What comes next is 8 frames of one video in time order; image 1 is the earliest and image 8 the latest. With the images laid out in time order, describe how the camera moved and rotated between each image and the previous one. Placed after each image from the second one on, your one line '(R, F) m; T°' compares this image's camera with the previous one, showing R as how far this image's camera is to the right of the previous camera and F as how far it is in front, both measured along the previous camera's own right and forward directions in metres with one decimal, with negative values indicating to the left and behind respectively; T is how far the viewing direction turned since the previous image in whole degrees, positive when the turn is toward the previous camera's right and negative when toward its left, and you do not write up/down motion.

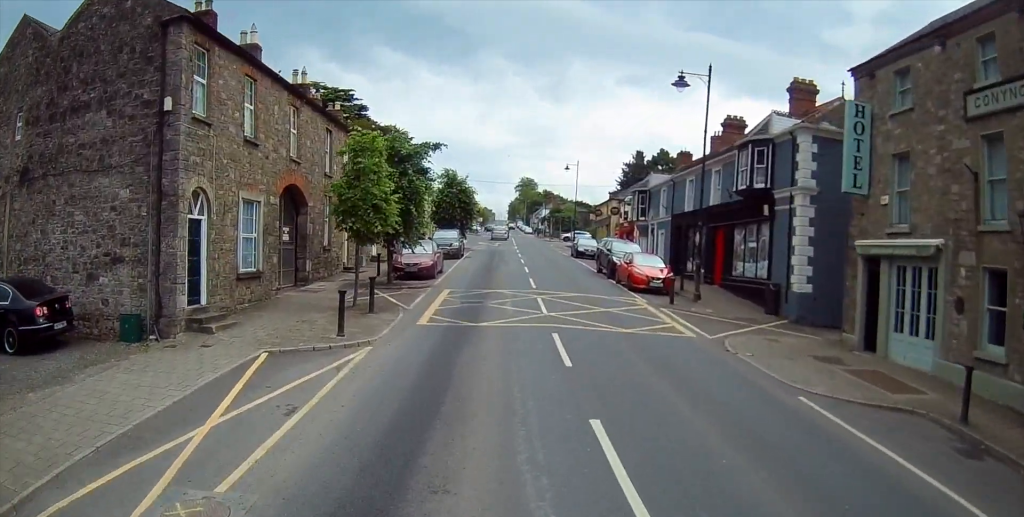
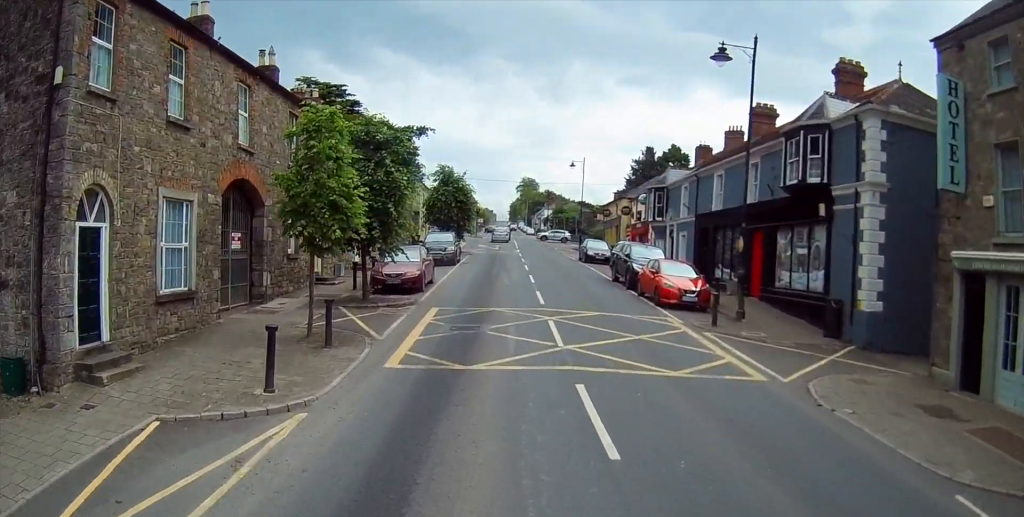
(0.0, +4.5) m; +1°
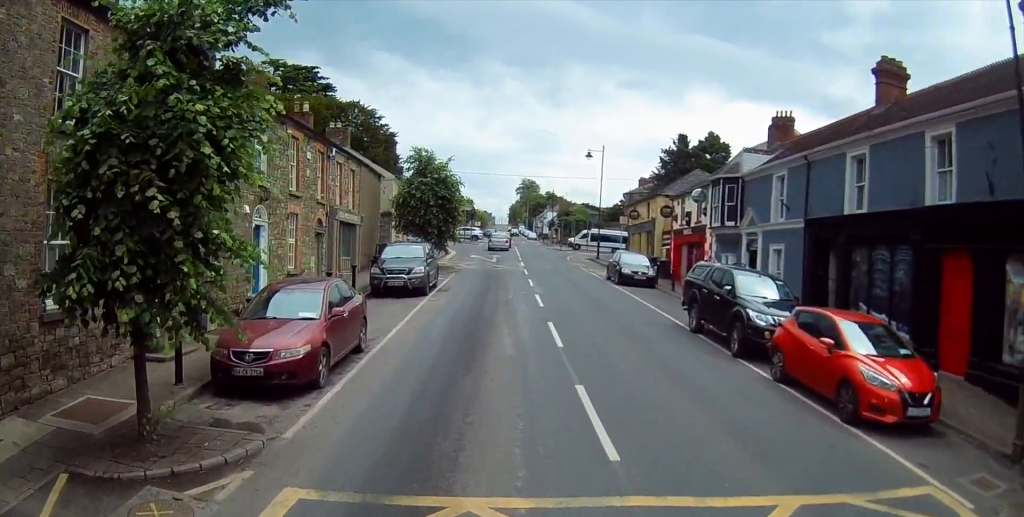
(+0.4, +12.9) m; 0°
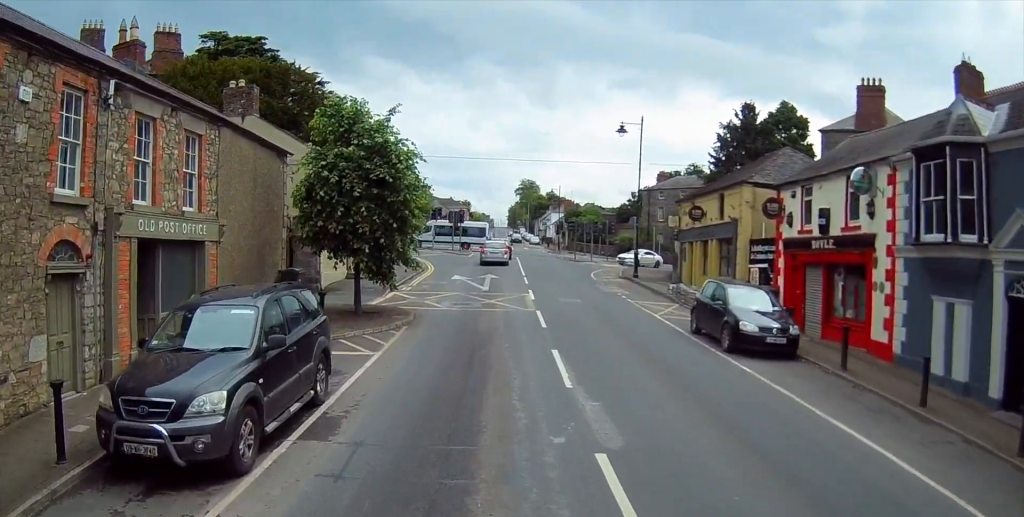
(-0.6, +16.0) m; -1°
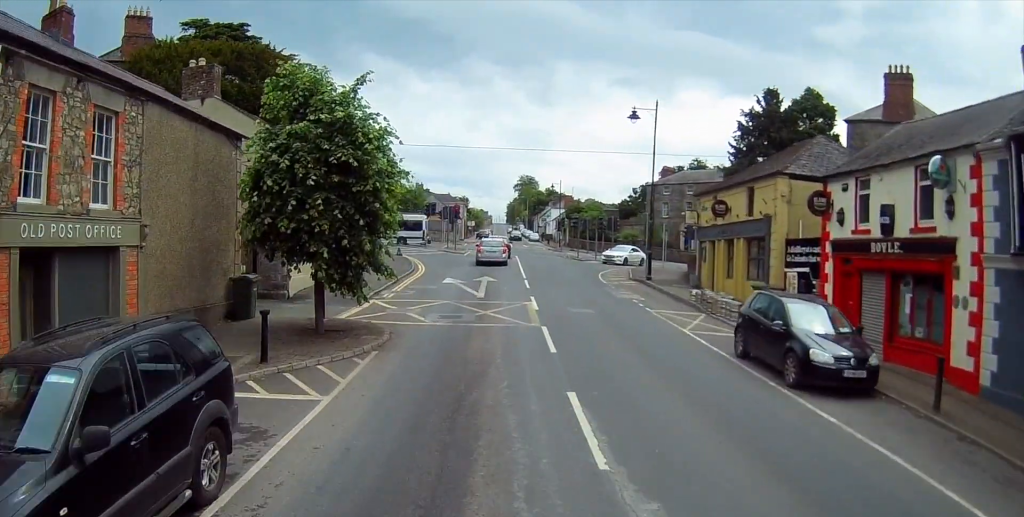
(+0.1, +3.8) m; +1°
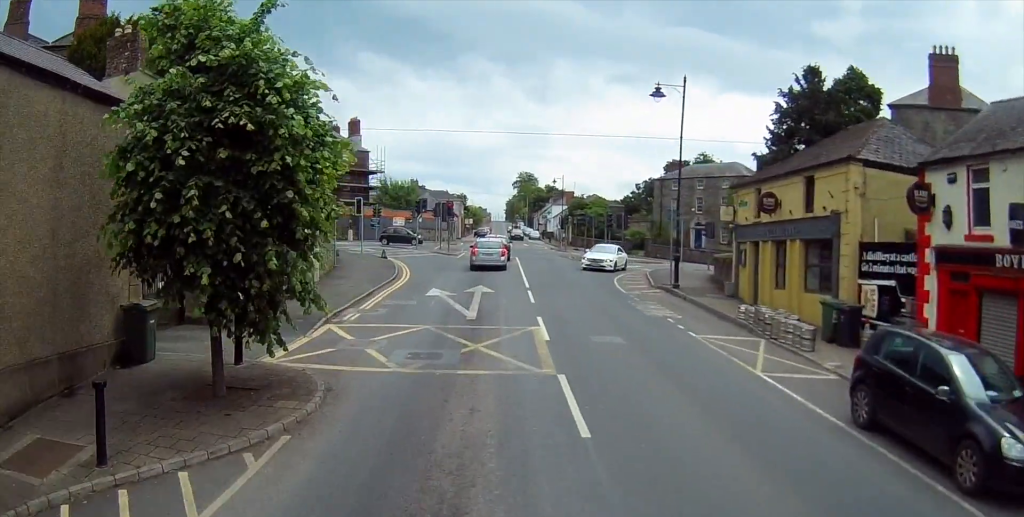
(+0.1, +5.6) m; +2°
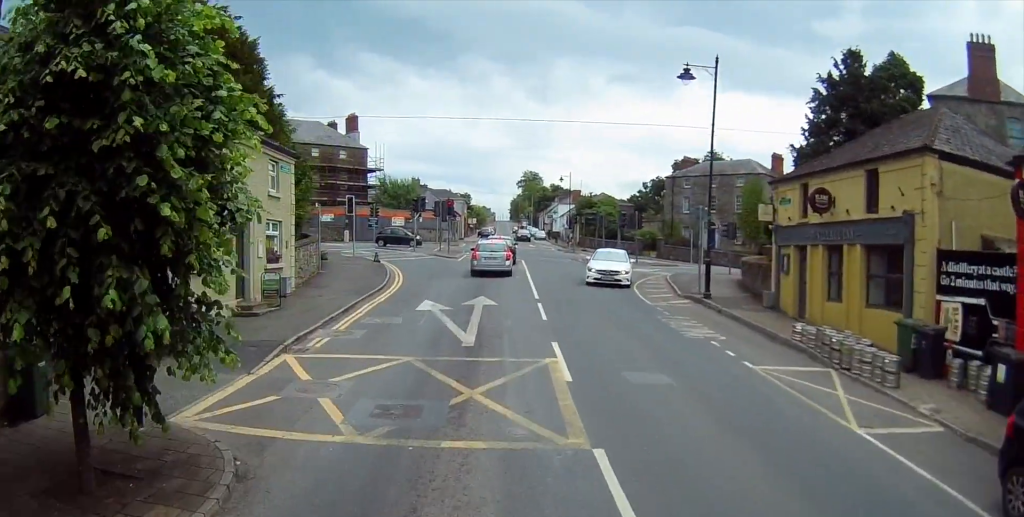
(+0.1, +3.8) m; 0°
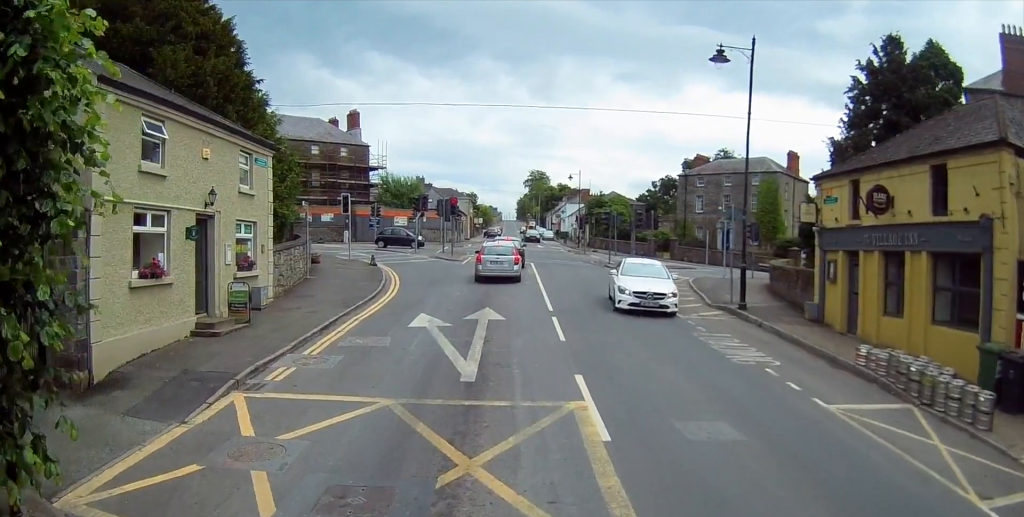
(+0.1, +3.0) m; -2°
